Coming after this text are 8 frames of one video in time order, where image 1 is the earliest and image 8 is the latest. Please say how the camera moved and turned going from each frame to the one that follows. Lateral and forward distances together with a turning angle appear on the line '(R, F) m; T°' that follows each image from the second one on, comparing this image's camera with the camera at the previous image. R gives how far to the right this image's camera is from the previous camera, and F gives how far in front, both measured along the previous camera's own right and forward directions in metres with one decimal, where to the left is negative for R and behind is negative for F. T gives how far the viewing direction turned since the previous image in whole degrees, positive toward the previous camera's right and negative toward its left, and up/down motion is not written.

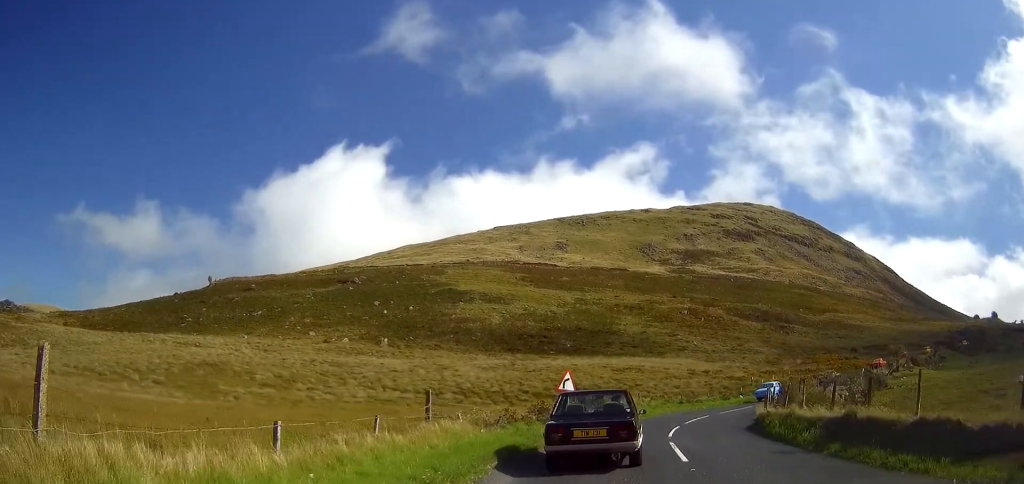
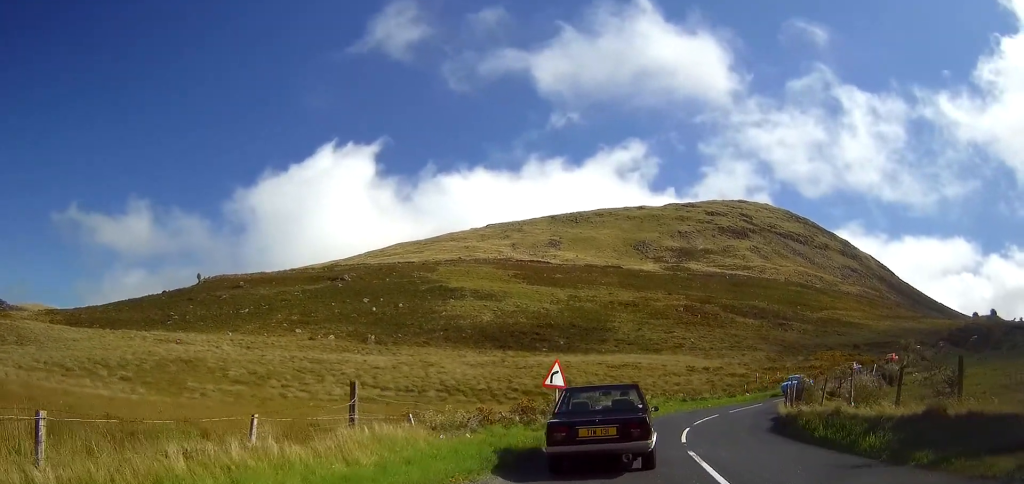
(0.0, +3.8) m; +1°
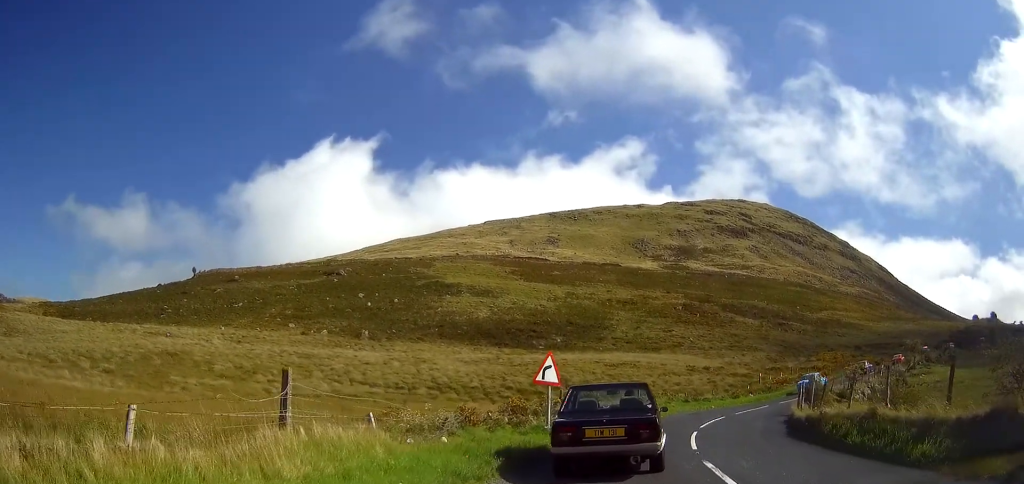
(0.0, +2.0) m; +1°
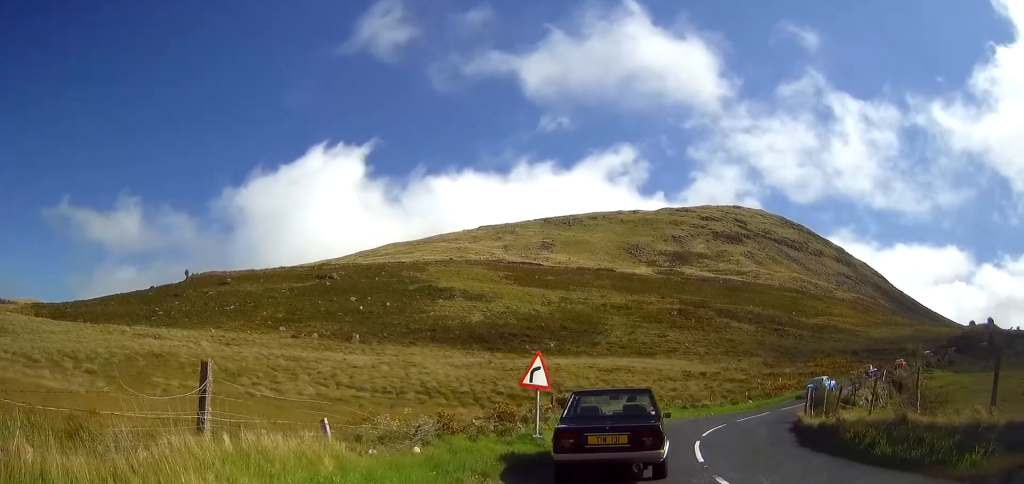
(0.0, +1.7) m; +1°
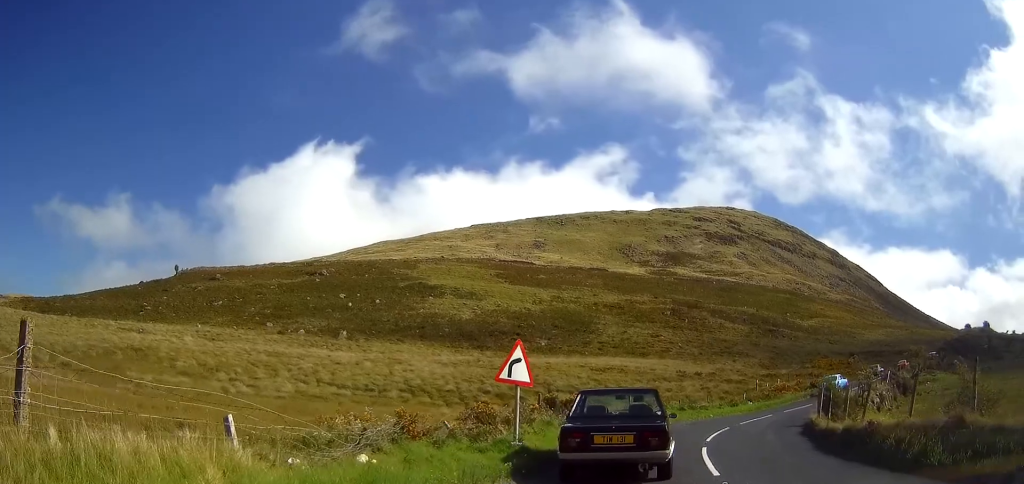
(+0.1, +2.2) m; +2°
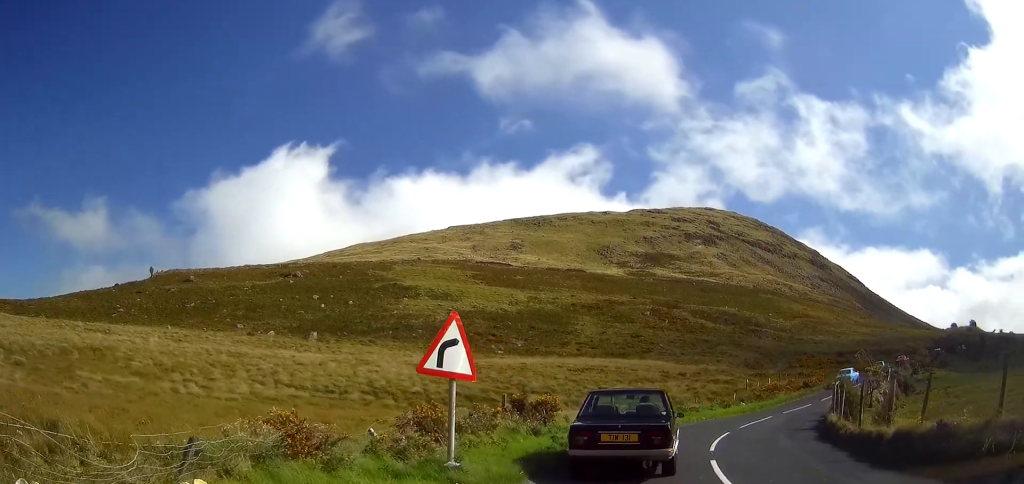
(+0.1, +3.4) m; +1°
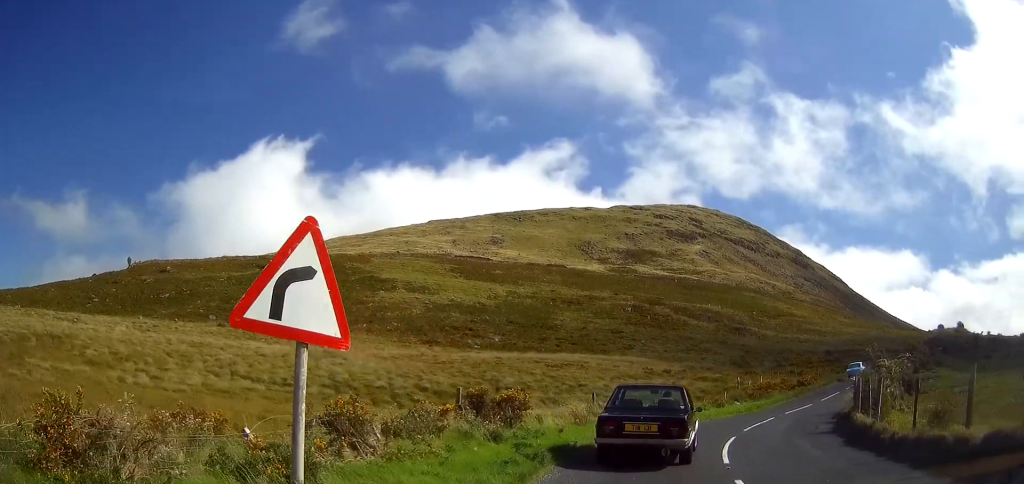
(0.0, +3.3) m; -1°
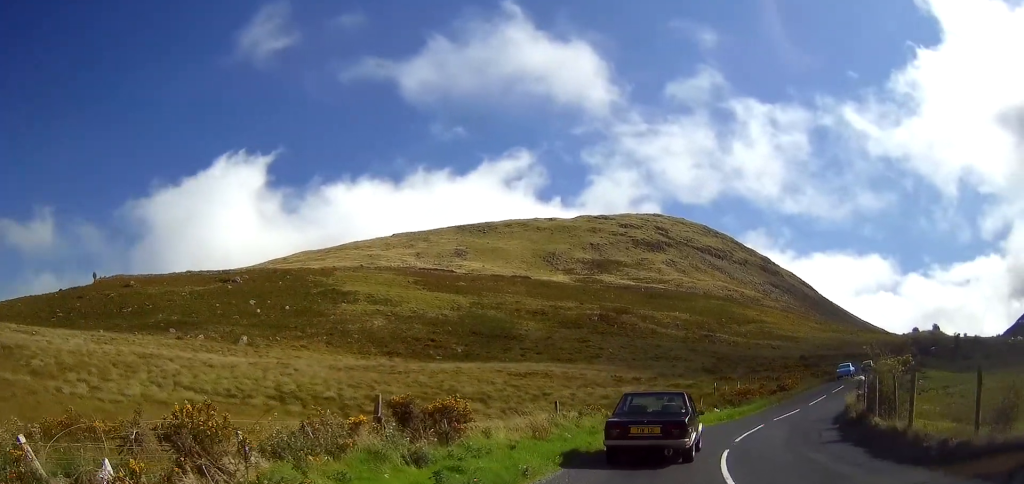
(0.0, +3.1) m; 0°
